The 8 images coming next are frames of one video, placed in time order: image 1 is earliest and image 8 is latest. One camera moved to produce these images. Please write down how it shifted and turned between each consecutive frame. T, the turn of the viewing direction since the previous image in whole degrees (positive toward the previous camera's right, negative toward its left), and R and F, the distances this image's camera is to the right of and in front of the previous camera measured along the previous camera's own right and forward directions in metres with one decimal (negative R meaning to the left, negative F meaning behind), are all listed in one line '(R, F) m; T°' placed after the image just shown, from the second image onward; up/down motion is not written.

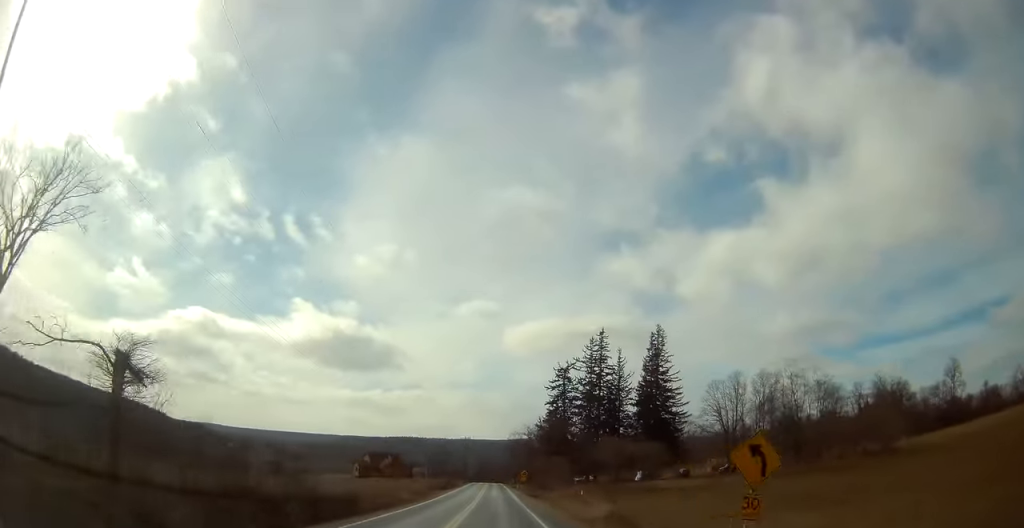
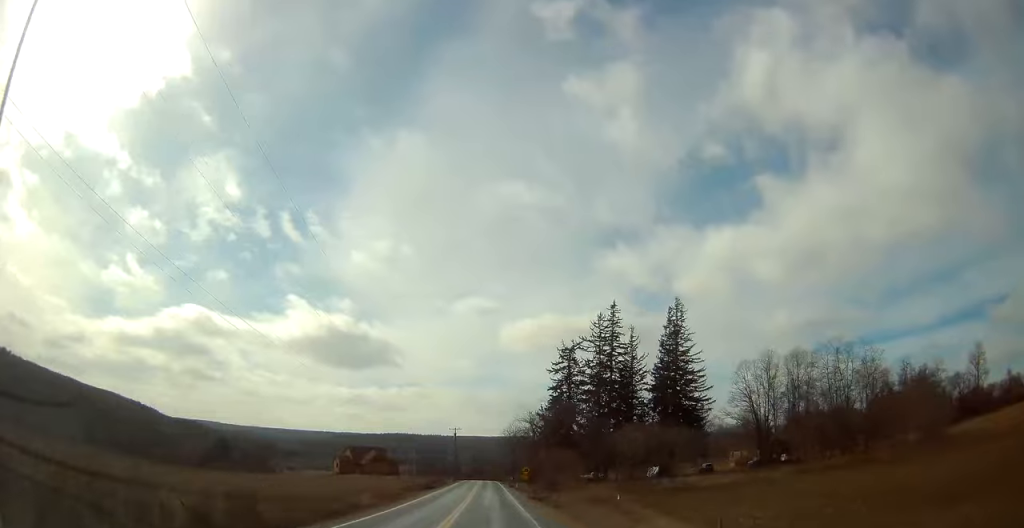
(-0.3, +15.9) m; -2°
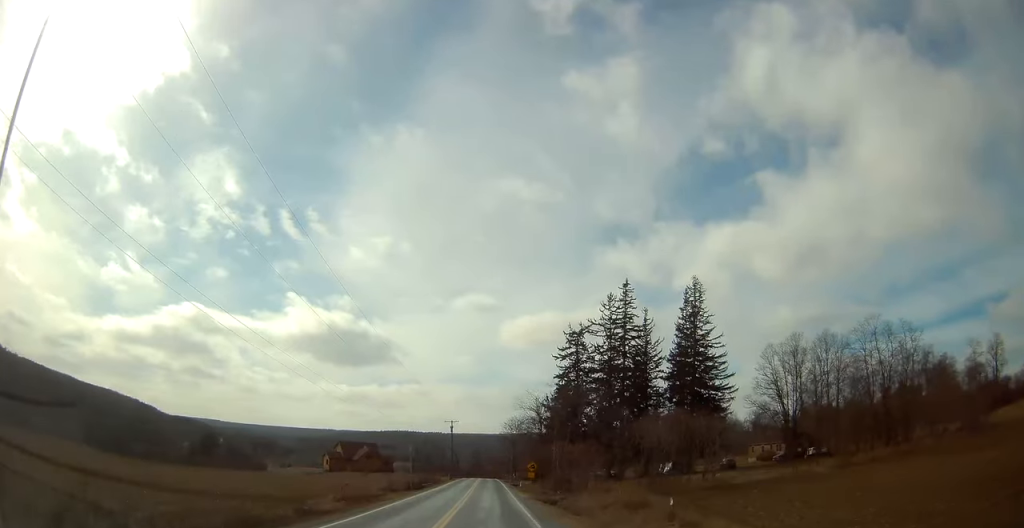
(0.0, +9.6) m; -1°
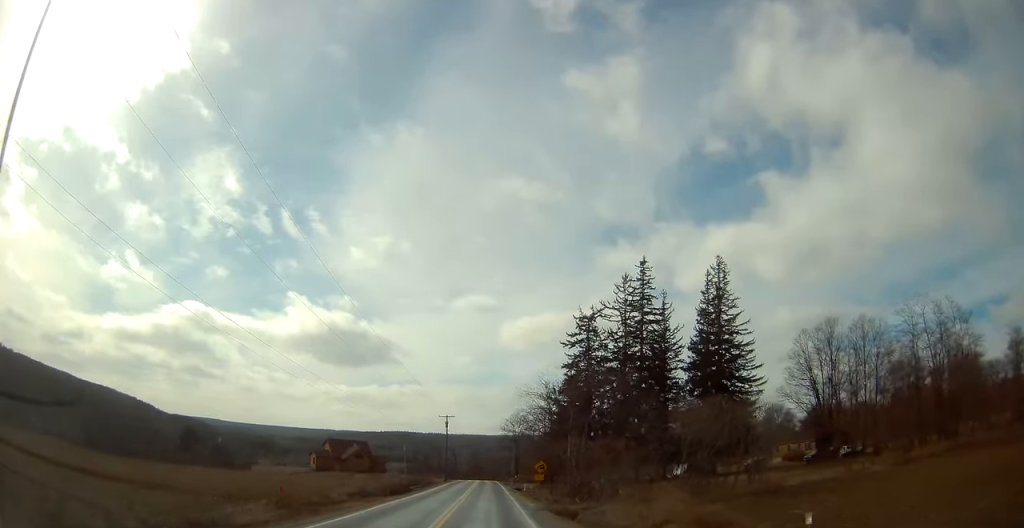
(-0.2, +10.4) m; 0°
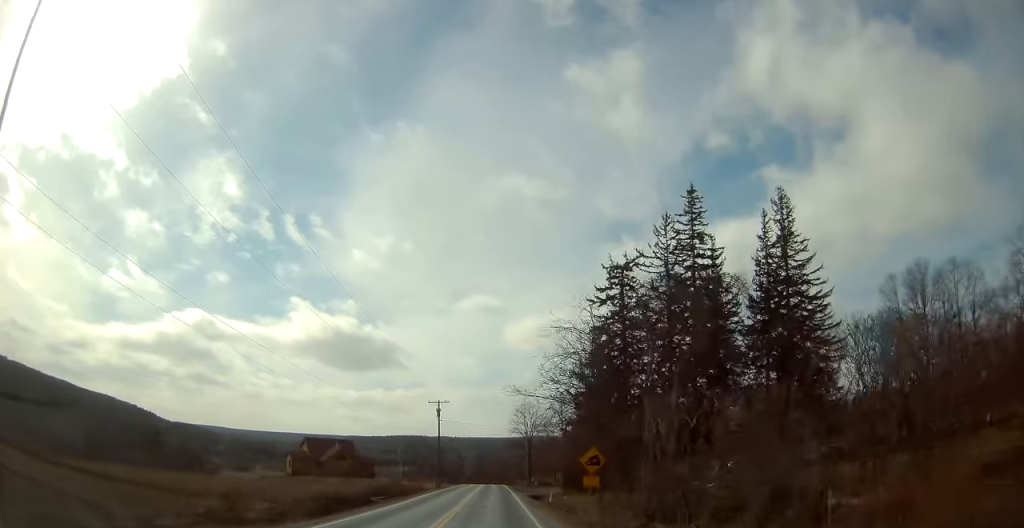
(0.0, +20.5) m; +1°
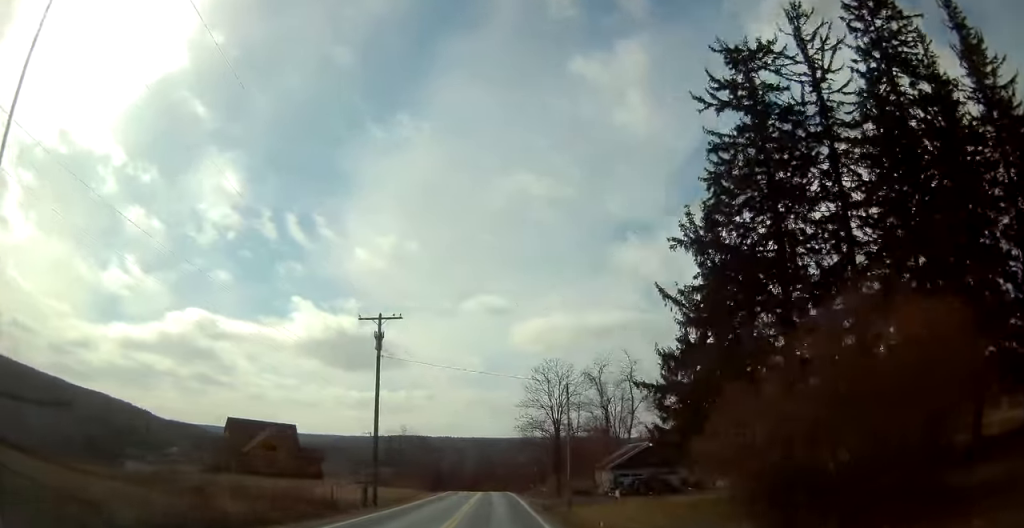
(-0.1, +36.2) m; -2°
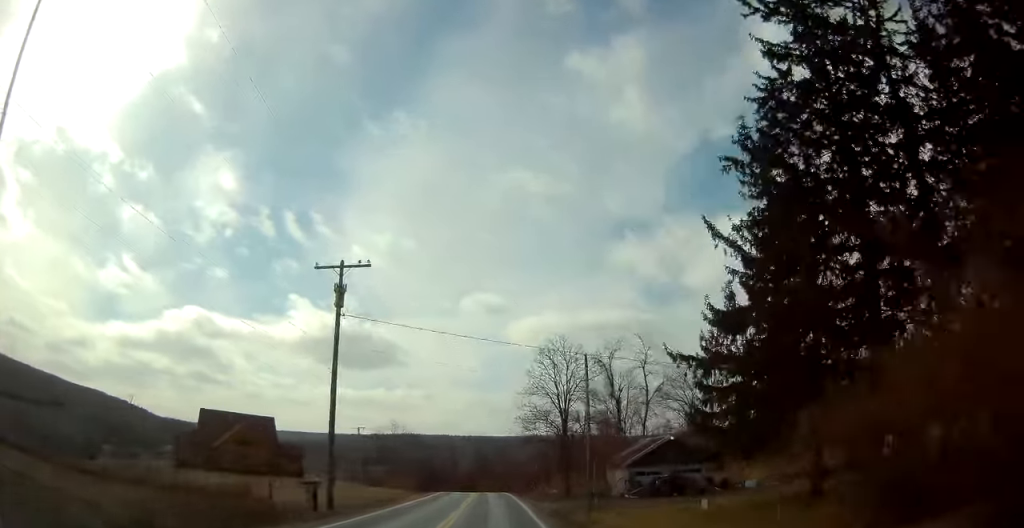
(-0.1, +7.7) m; 0°
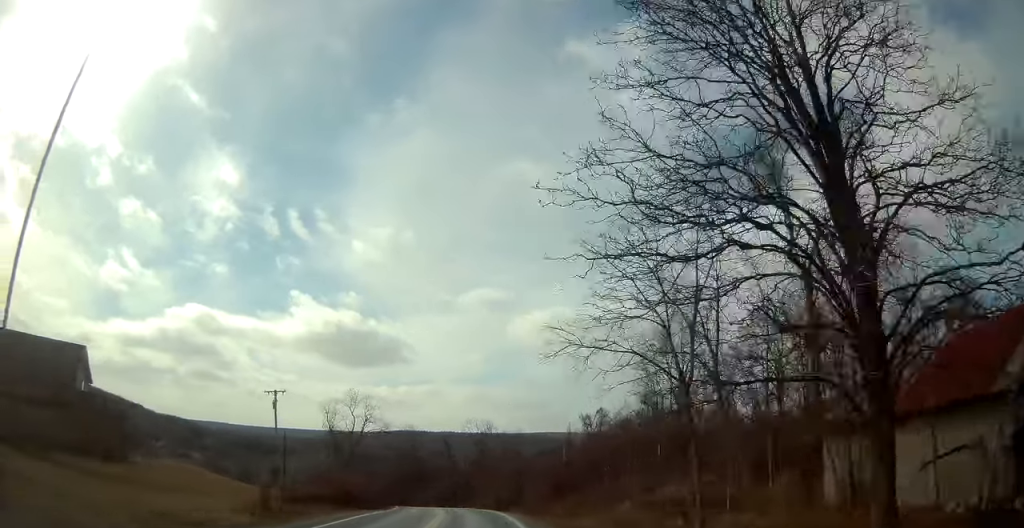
(+0.6, +39.9) m; +1°
